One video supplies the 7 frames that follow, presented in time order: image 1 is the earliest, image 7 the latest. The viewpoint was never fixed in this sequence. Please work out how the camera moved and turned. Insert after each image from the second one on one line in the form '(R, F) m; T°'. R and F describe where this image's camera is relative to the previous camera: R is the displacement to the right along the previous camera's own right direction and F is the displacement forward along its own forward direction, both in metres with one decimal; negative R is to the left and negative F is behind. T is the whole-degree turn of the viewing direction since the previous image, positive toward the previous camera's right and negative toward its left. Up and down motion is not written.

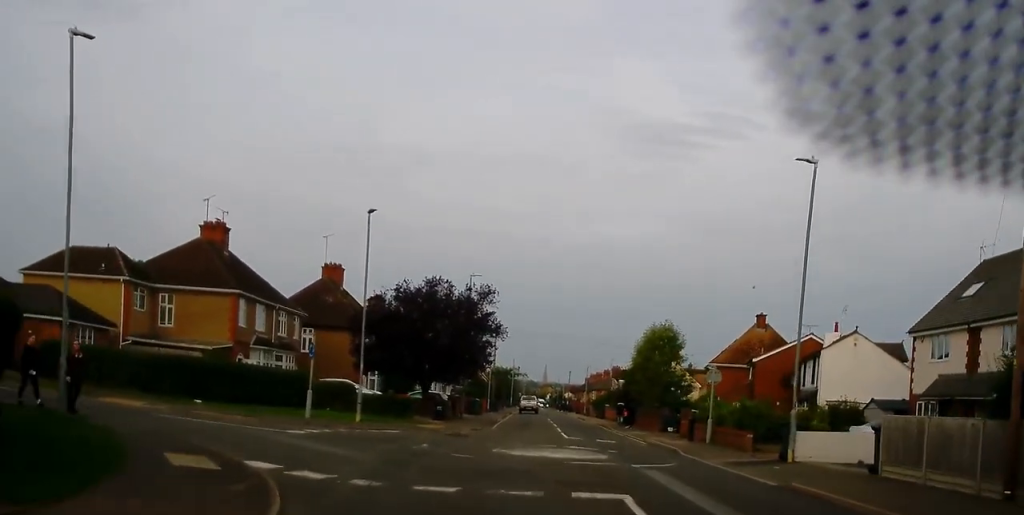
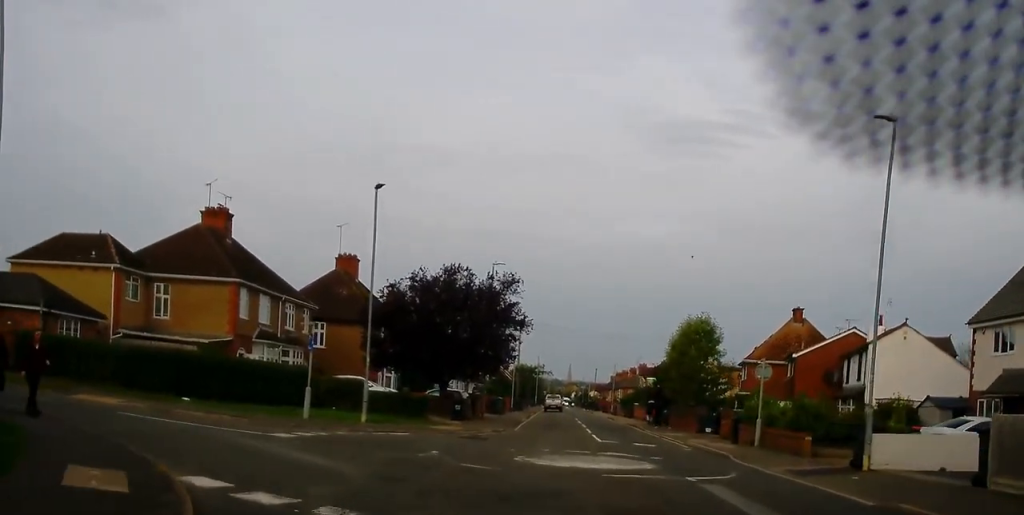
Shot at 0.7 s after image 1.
(-0.3, +3.3) m; -5°
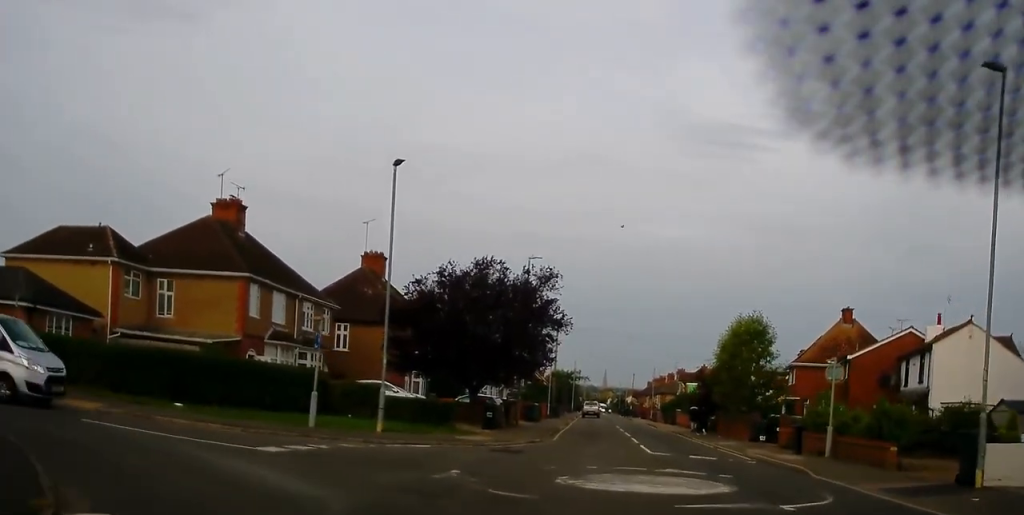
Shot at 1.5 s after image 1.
(0.0, +3.3) m; 0°
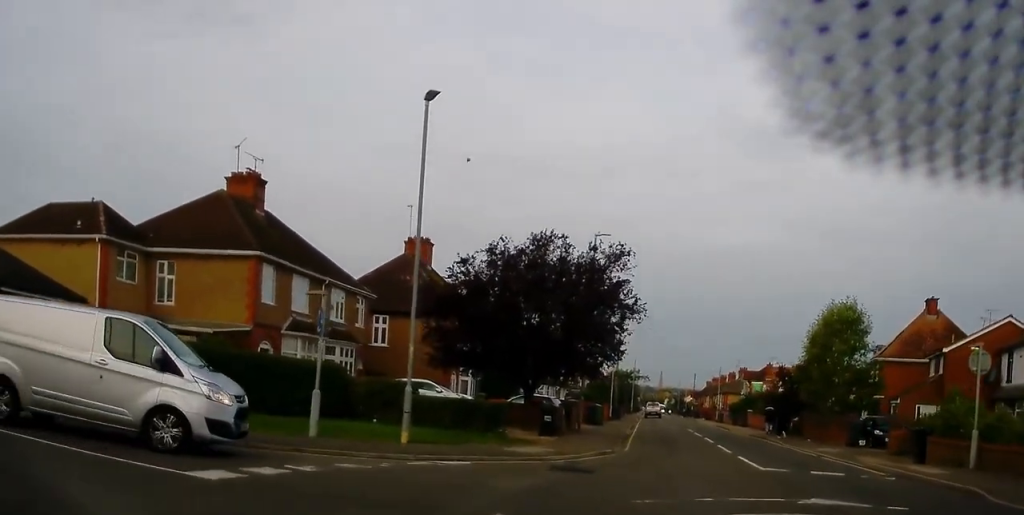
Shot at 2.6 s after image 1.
(0.0, +5.0) m; 0°
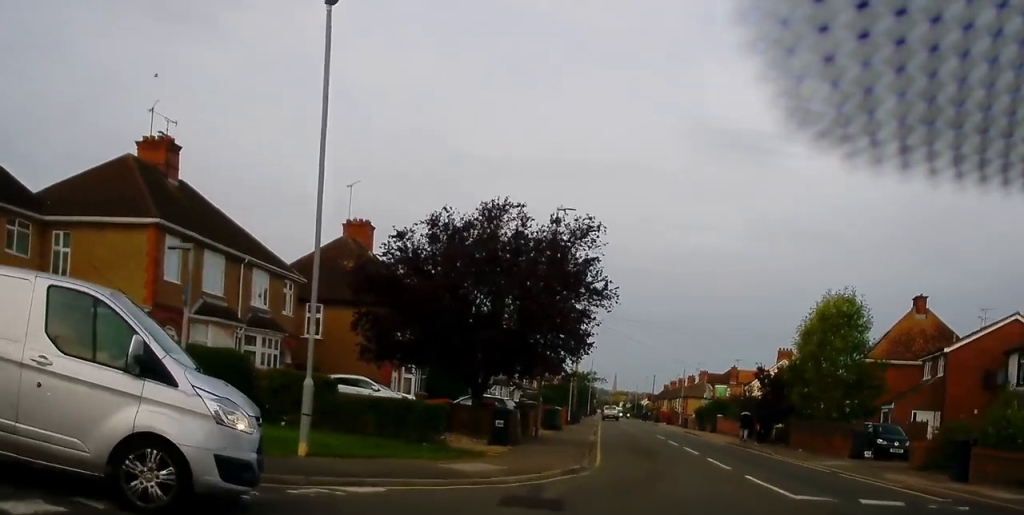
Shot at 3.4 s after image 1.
(0.0, +4.3) m; 0°
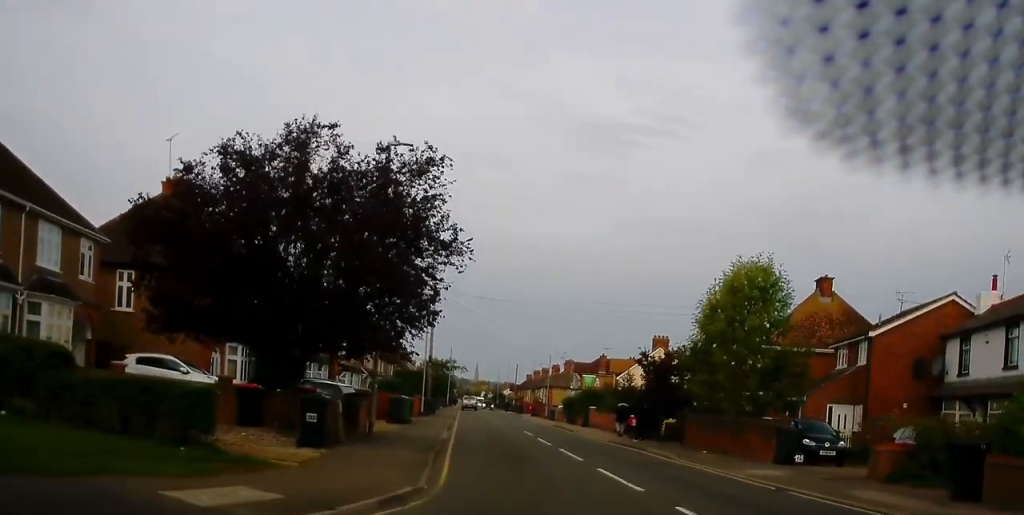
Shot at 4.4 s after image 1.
(0.0, +5.7) m; +3°
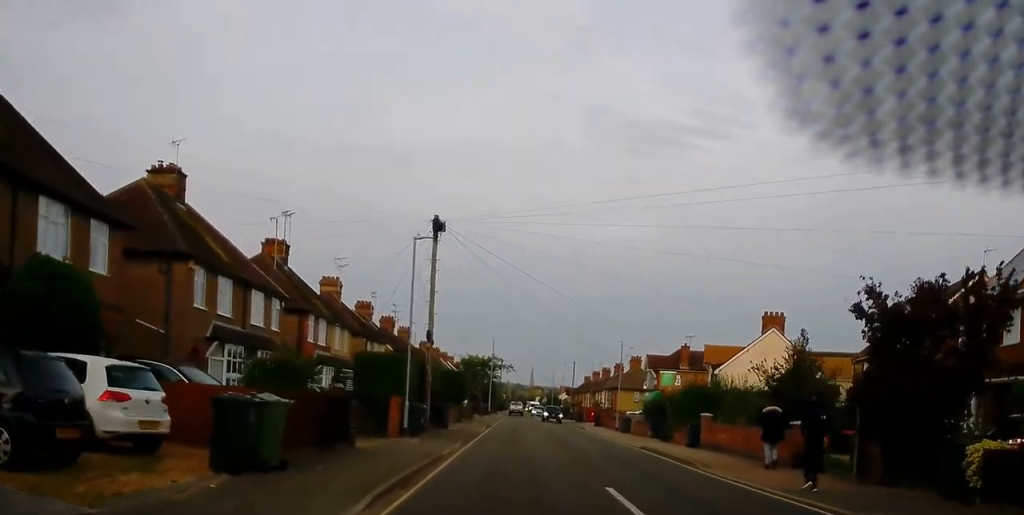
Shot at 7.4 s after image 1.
(+2.2, +20.2) m; +3°
